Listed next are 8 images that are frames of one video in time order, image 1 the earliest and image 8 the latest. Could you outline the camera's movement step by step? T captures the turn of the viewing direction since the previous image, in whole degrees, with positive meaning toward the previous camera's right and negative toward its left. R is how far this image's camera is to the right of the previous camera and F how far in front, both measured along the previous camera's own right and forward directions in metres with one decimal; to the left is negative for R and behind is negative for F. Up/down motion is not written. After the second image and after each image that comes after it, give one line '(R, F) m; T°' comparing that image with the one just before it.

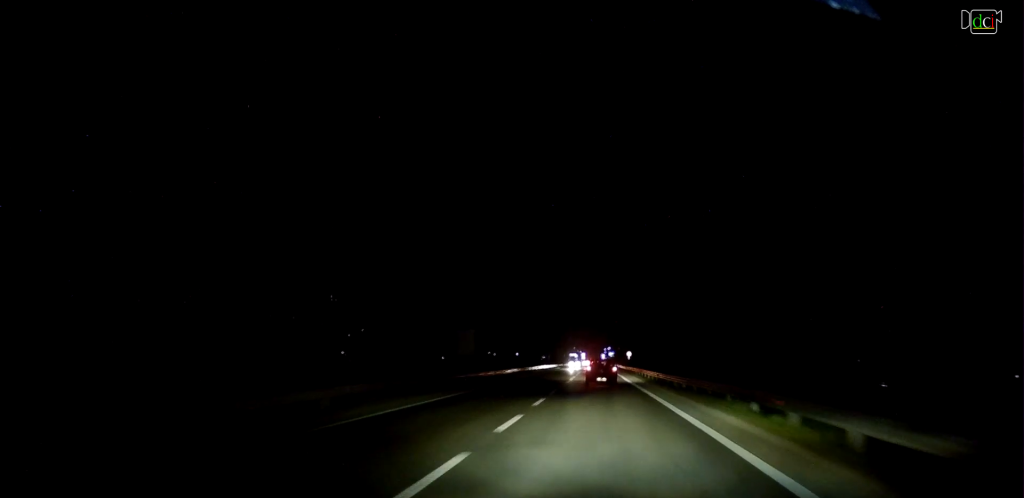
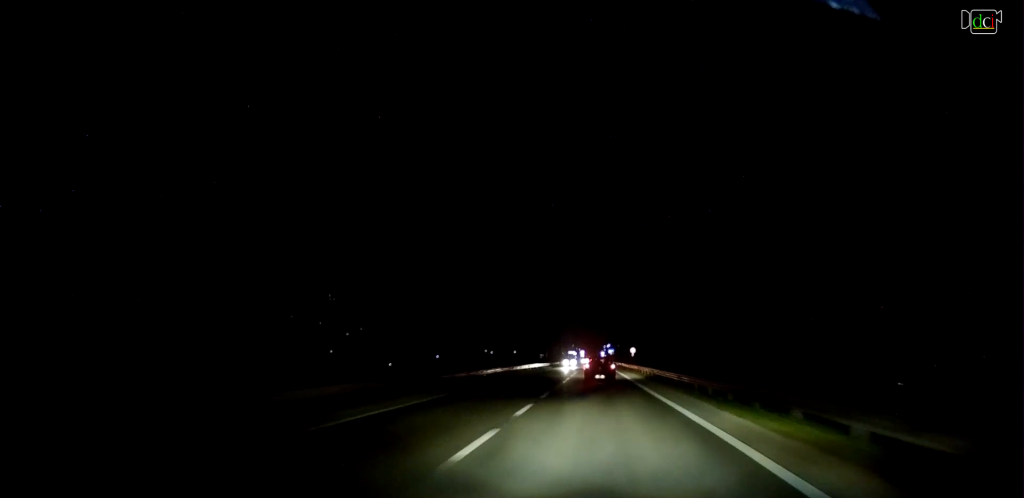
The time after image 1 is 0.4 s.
(-0.1, +9.5) m; 0°
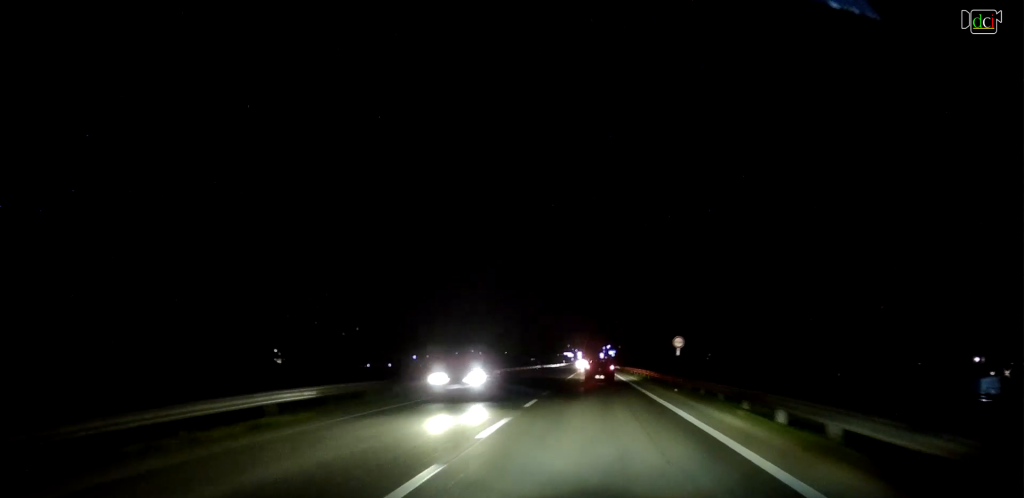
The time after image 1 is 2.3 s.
(+0.4, +38.0) m; 0°
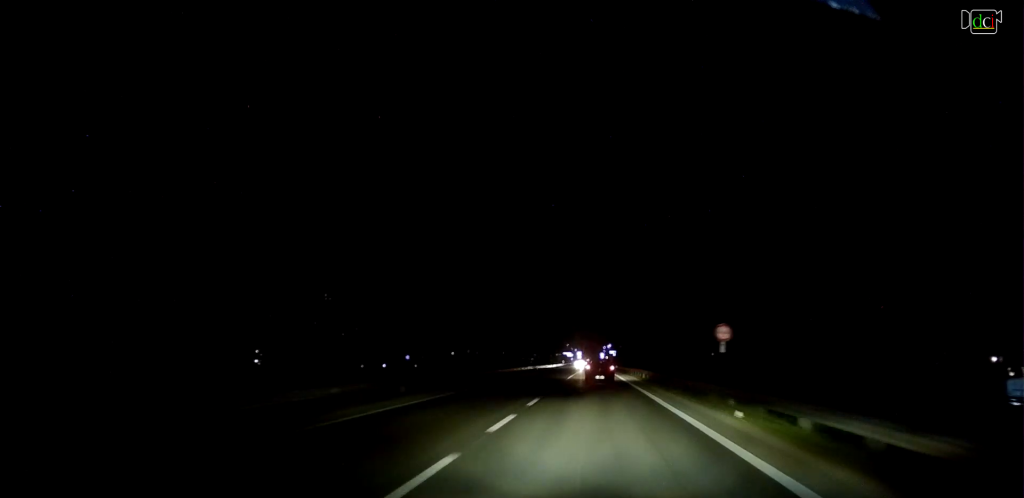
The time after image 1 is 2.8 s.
(0.0, +10.6) m; 0°
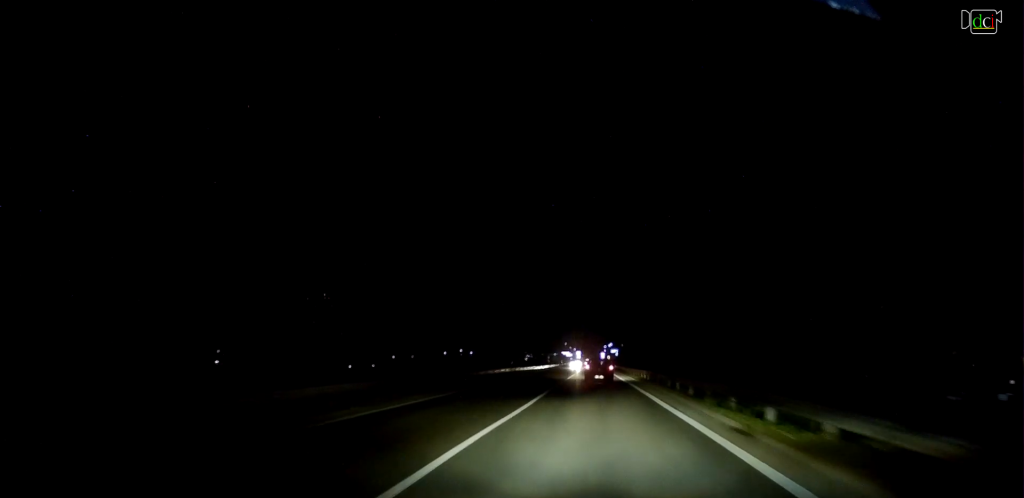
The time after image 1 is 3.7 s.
(-0.5, +19.1) m; -1°
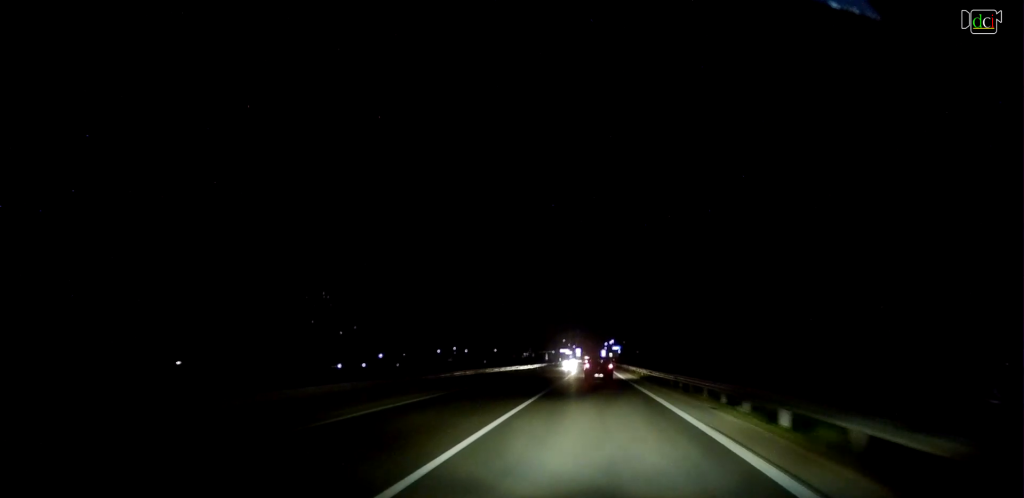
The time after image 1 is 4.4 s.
(+0.2, +15.6) m; +1°
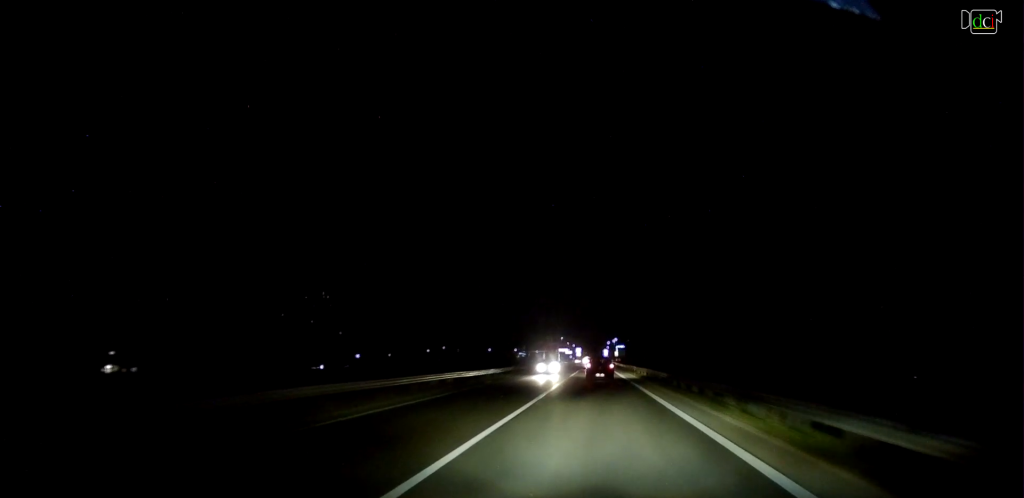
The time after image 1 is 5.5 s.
(0.0, +24.6) m; 0°
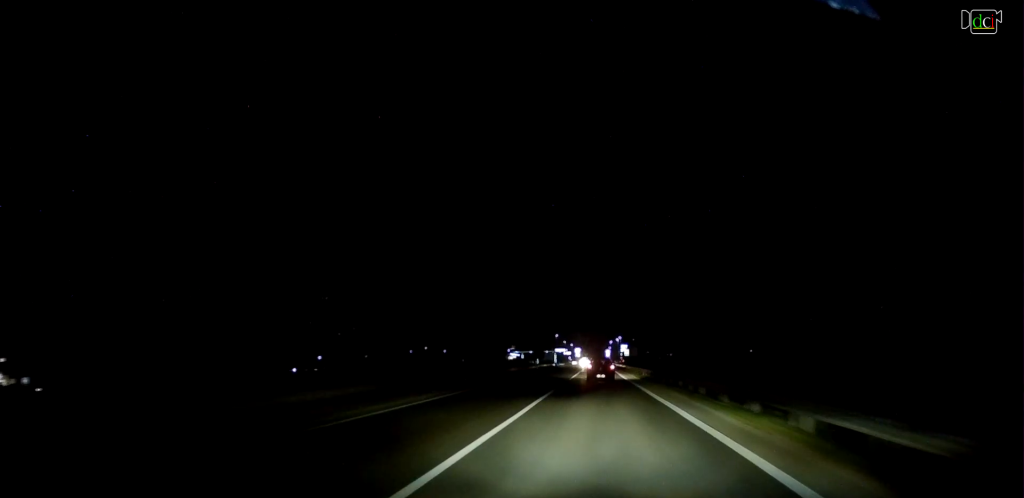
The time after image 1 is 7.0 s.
(-0.1, +31.3) m; 0°
